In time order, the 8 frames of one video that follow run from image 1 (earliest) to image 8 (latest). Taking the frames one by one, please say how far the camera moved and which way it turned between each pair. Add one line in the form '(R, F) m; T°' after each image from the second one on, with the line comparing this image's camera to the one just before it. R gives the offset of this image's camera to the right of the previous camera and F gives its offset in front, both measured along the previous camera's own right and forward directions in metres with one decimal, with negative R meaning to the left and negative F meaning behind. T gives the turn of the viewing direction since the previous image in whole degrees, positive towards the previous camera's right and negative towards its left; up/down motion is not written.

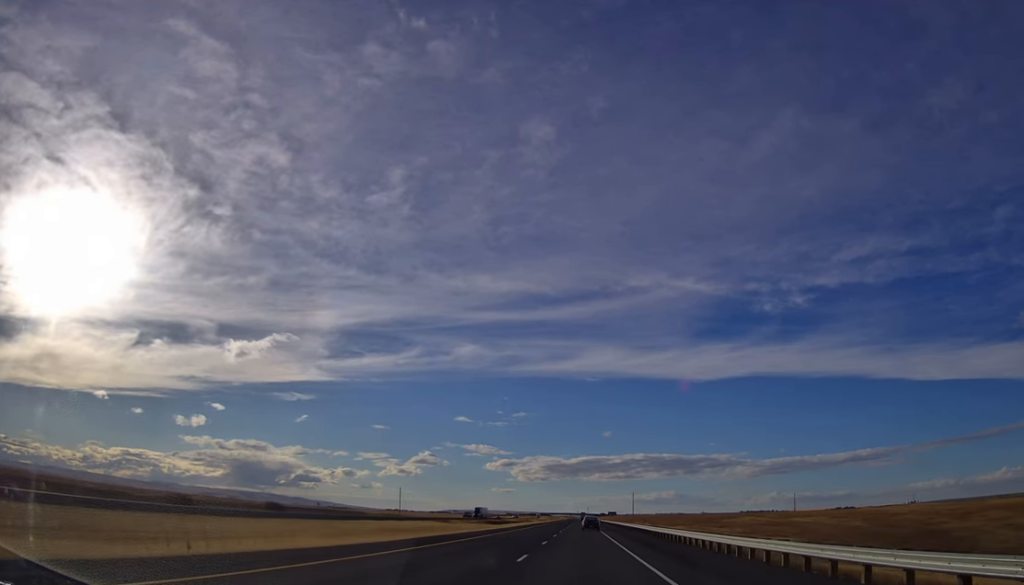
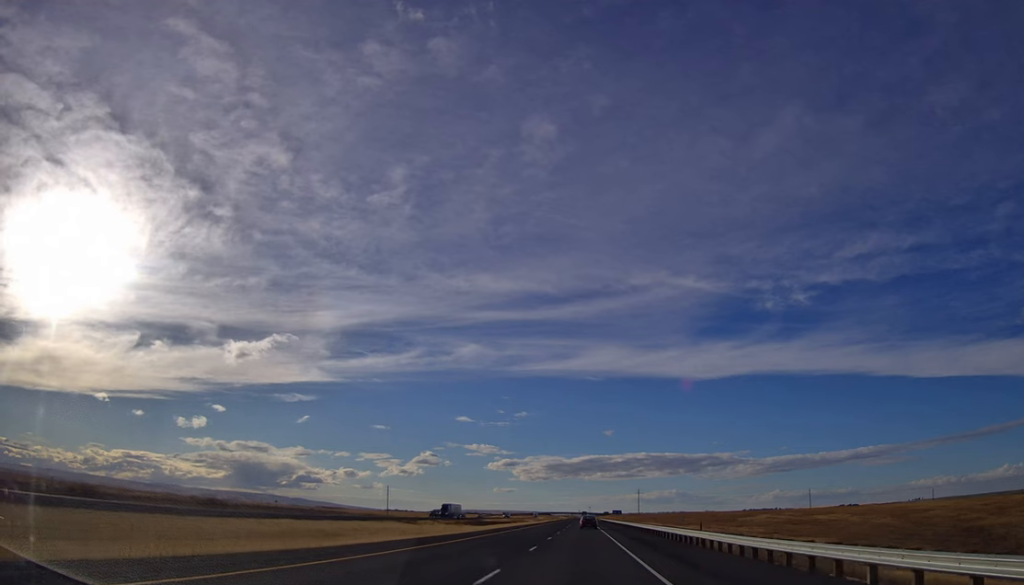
(0.0, +30.9) m; 0°
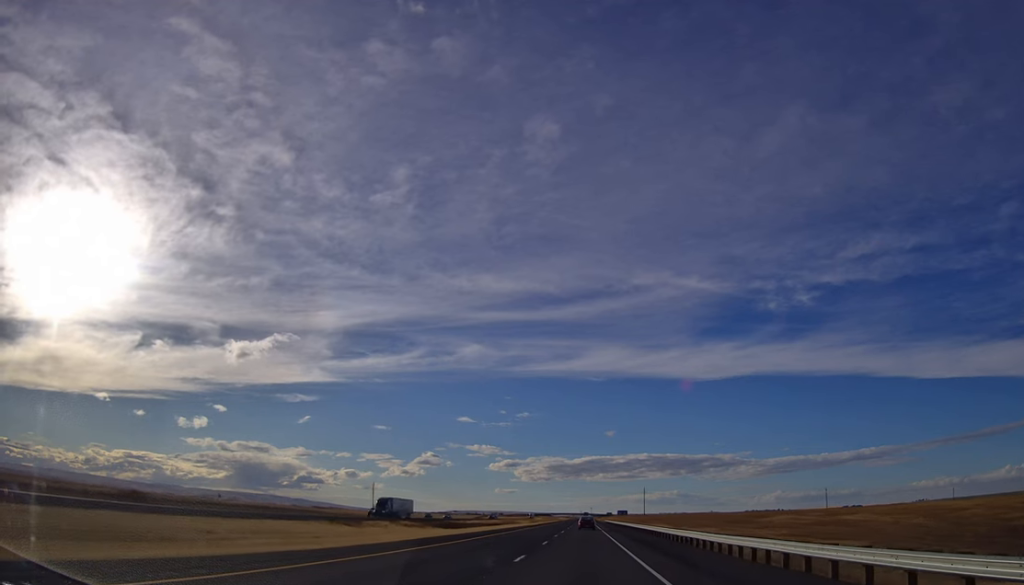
(-0.1, +30.0) m; 0°
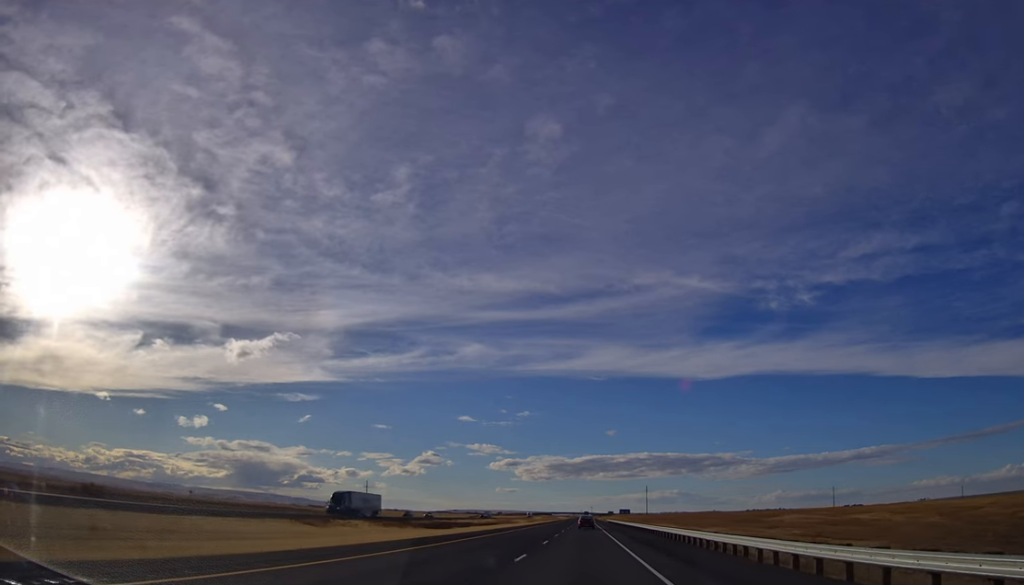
(+0.2, +12.0) m; 0°
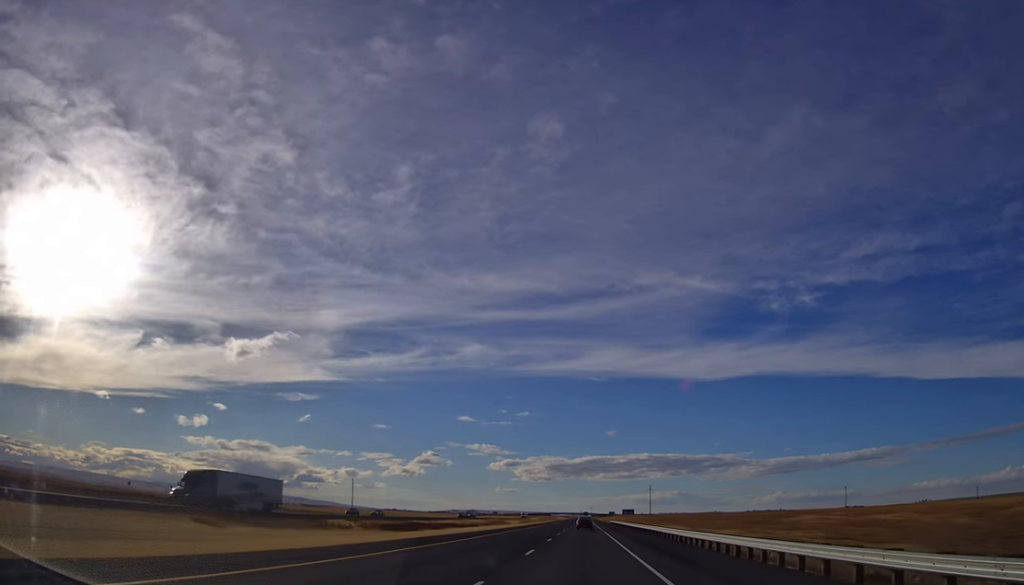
(-0.2, +21.1) m; 0°
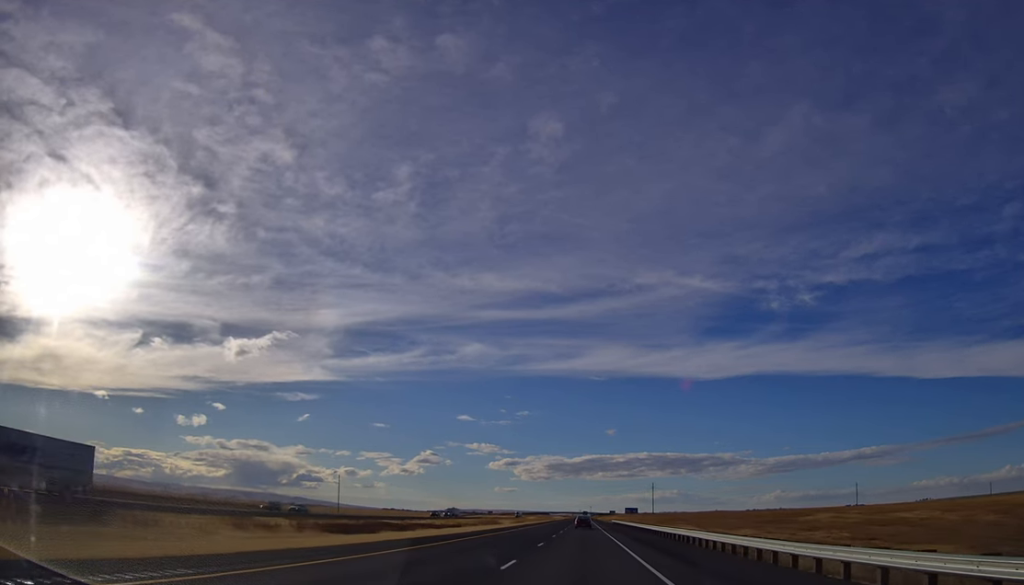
(-0.1, +18.2) m; 0°
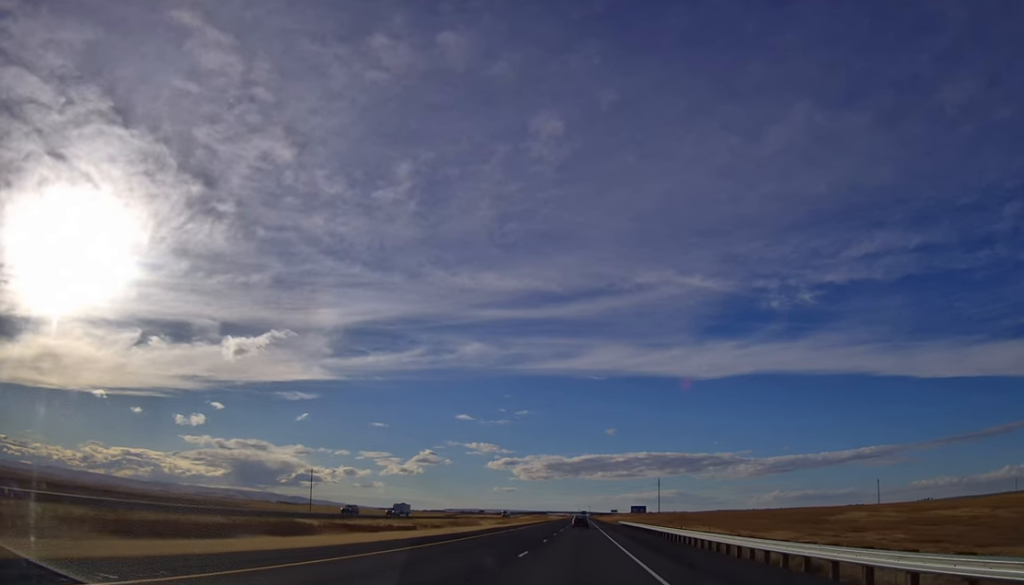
(+0.3, +31.7) m; +1°
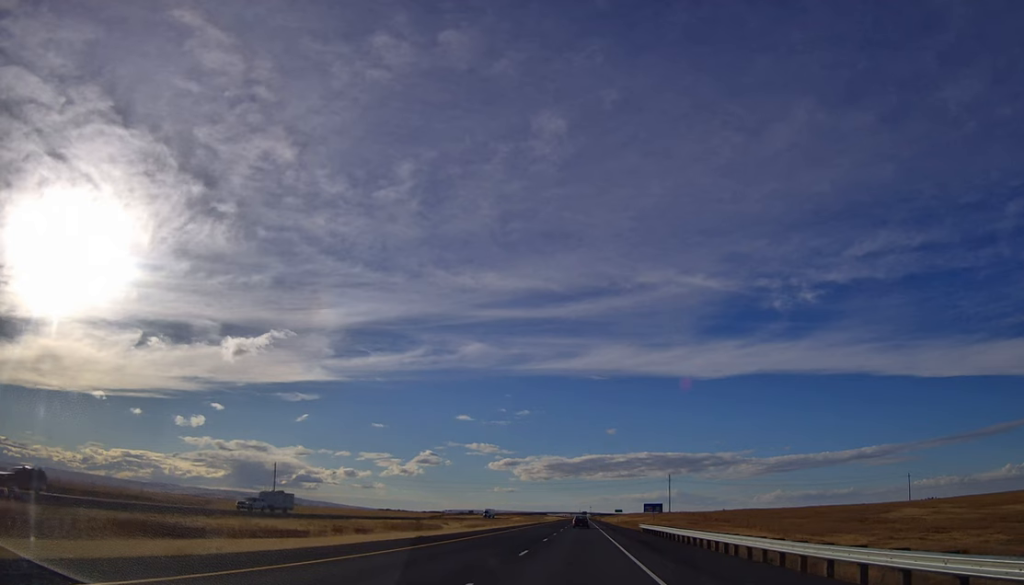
(+0.2, +36.0) m; 0°
